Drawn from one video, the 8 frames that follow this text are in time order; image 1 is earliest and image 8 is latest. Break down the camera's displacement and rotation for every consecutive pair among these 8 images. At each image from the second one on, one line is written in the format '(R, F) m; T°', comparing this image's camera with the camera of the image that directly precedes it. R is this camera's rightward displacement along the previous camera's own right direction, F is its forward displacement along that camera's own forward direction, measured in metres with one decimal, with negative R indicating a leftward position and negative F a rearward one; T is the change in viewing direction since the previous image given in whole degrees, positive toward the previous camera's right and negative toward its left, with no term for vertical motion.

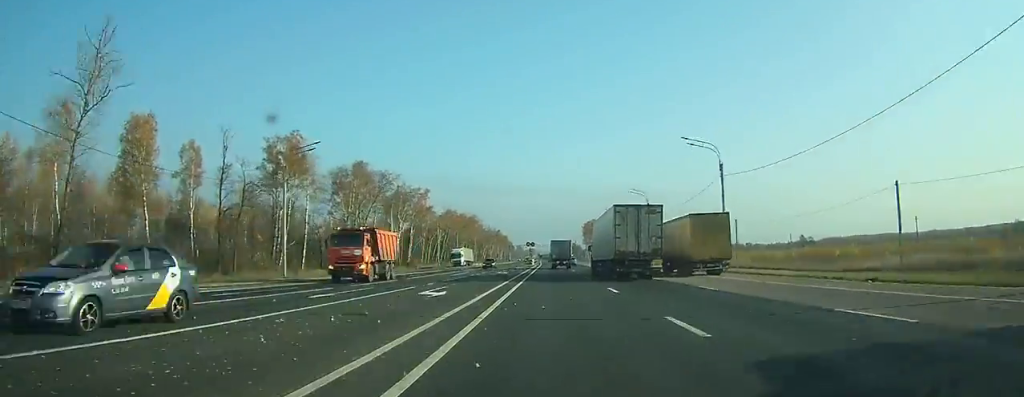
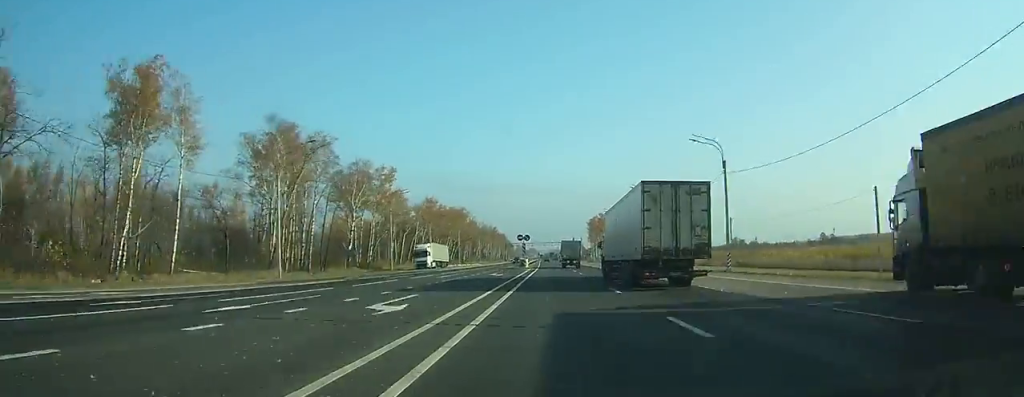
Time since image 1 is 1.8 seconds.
(0.0, +35.2) m; 0°
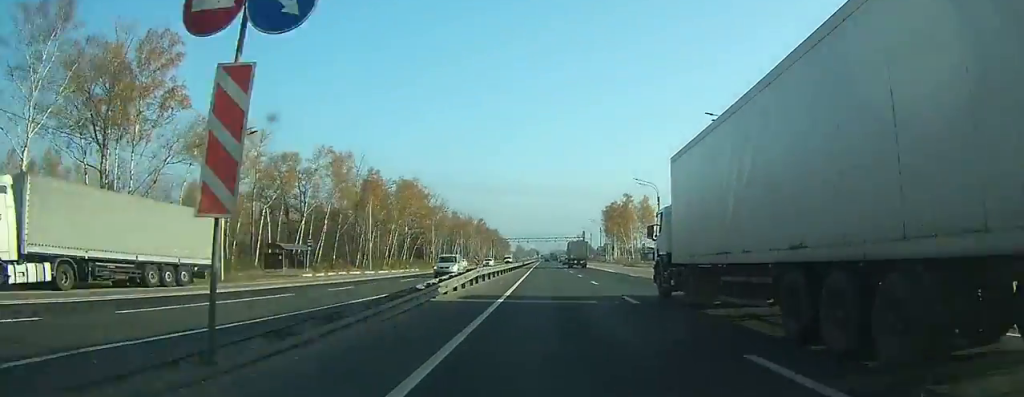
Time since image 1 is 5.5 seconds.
(+0.1, +77.6) m; 0°
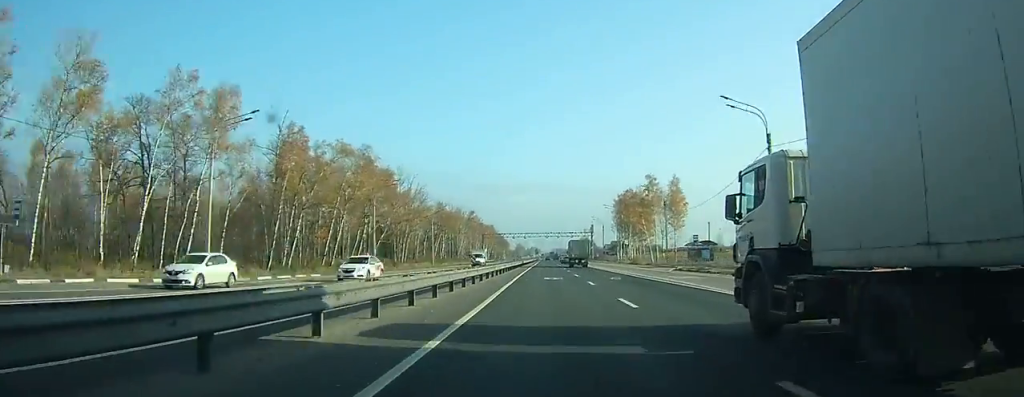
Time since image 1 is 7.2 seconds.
(-0.1, +39.6) m; -1°
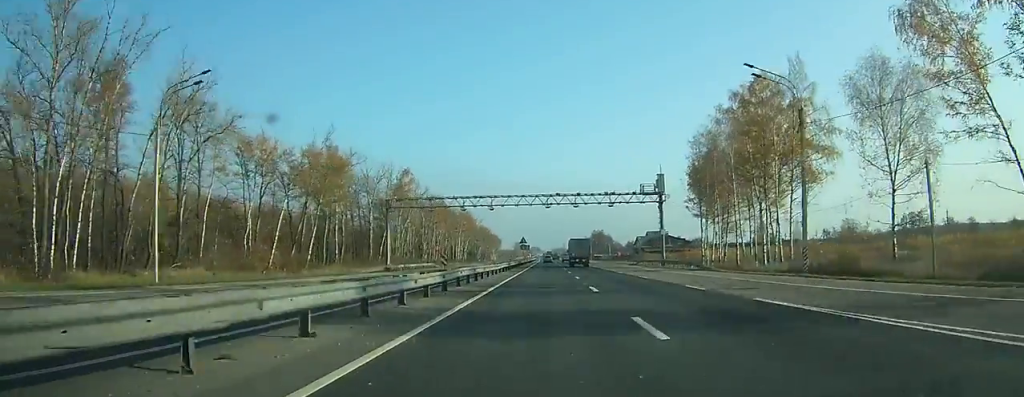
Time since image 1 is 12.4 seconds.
(-0.8, +121.0) m; 0°
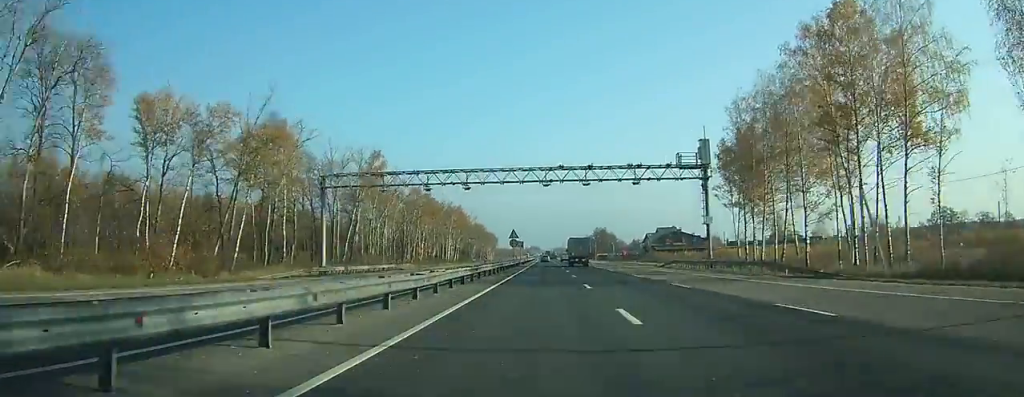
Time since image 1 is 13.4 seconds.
(0.0, +20.3) m; 0°
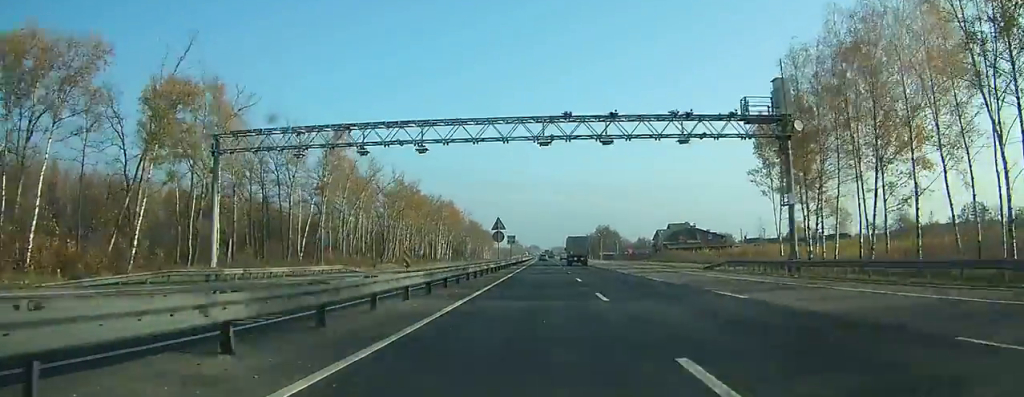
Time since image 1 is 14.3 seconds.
(0.0, +17.0) m; 0°
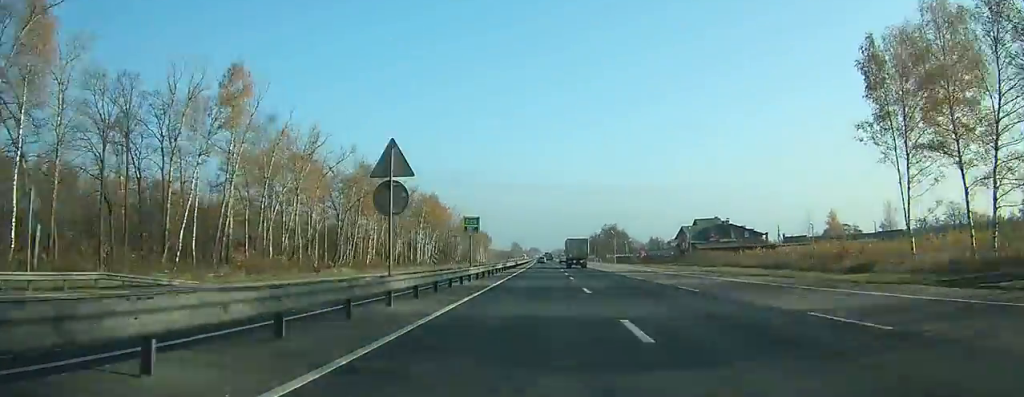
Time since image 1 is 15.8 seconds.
(-0.1, +29.1) m; 0°
